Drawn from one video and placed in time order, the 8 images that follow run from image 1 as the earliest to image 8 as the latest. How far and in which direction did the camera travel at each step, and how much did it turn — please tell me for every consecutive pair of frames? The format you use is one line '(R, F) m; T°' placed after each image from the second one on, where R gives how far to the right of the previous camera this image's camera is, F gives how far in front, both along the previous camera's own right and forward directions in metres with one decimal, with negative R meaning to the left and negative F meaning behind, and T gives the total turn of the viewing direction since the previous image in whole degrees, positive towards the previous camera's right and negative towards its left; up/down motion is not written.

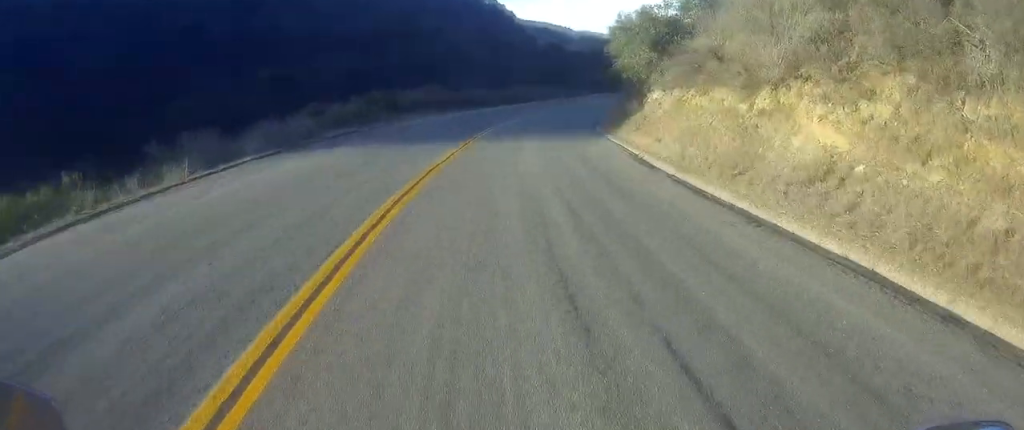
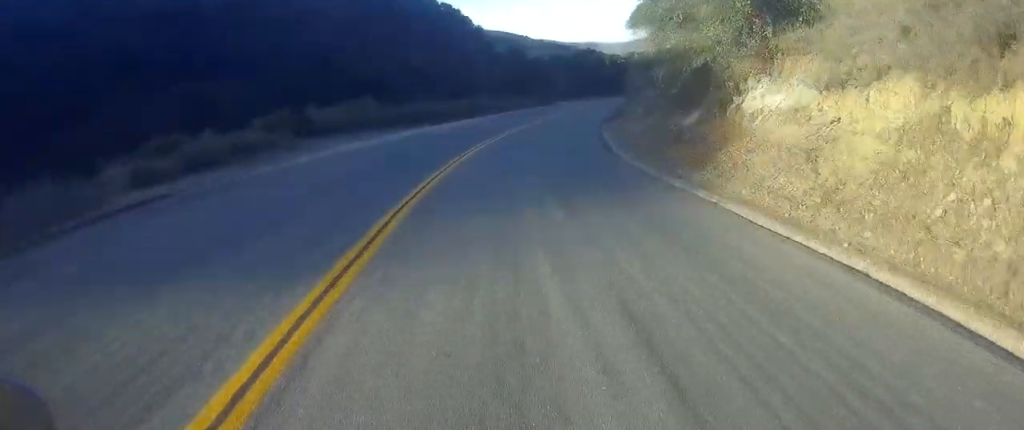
(+0.5, +16.2) m; +3°
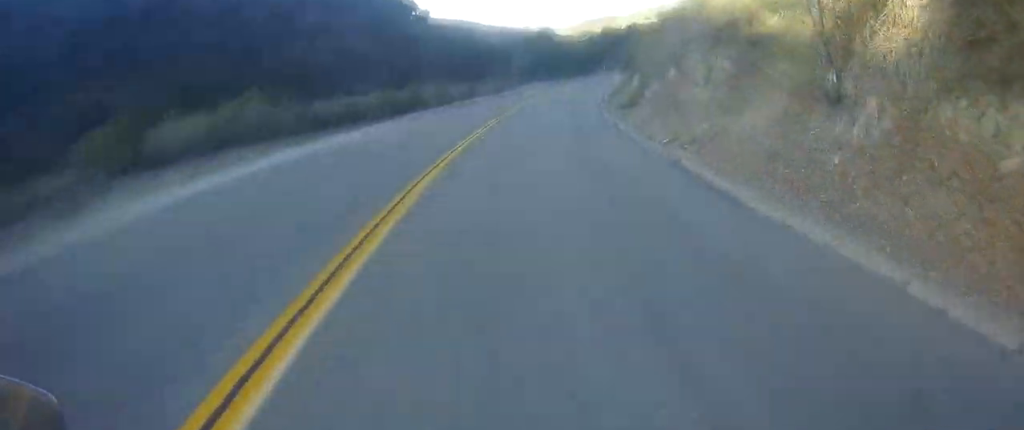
(+0.5, +16.7) m; +2°
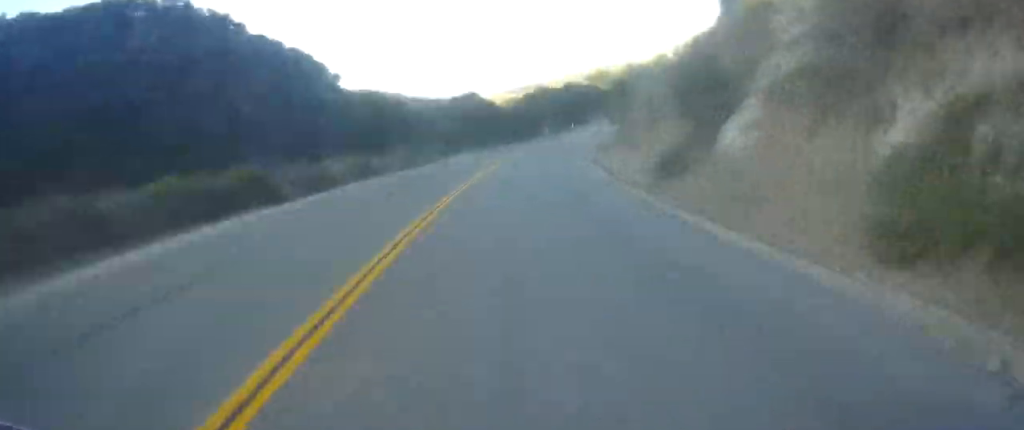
(+0.5, +24.3) m; +4°
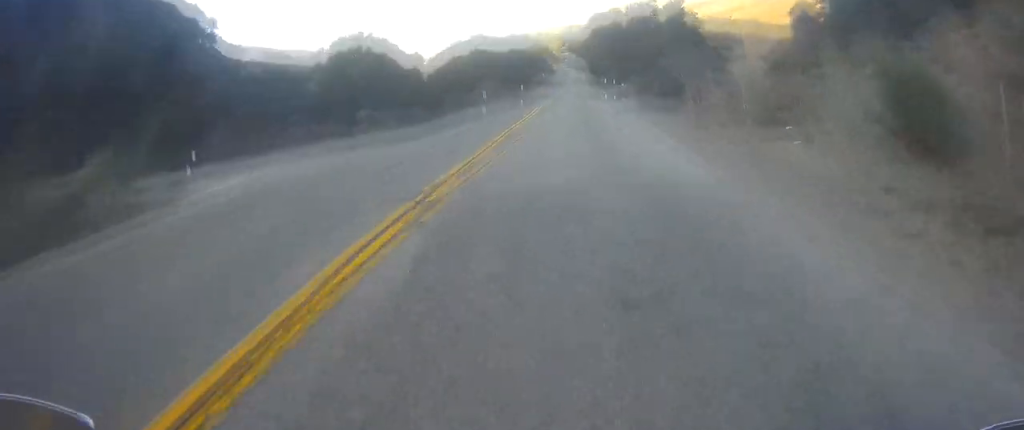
(+6.1, +47.1) m; +14°
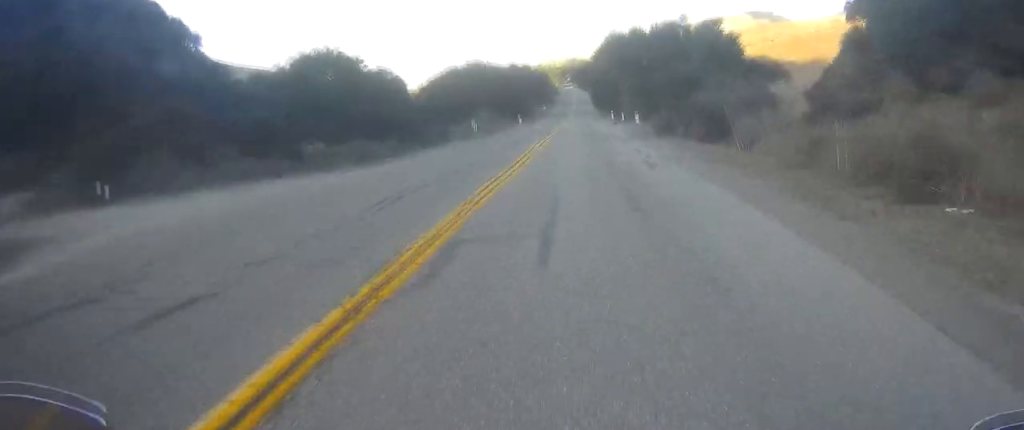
(+0.1, +9.0) m; 0°
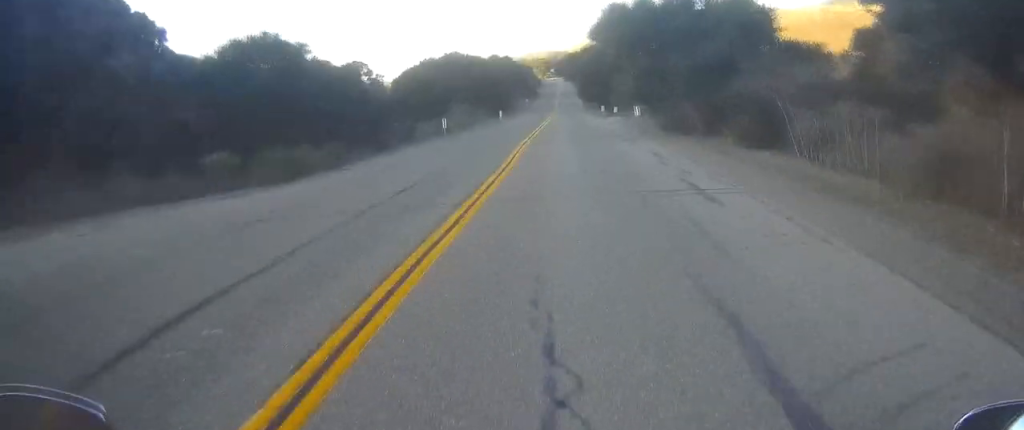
(0.0, +8.2) m; 0°
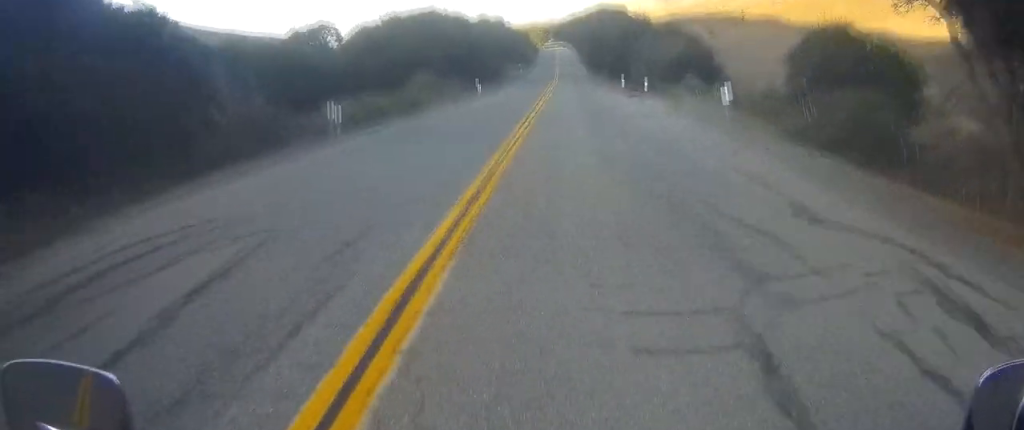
(-0.1, +21.2) m; 0°
